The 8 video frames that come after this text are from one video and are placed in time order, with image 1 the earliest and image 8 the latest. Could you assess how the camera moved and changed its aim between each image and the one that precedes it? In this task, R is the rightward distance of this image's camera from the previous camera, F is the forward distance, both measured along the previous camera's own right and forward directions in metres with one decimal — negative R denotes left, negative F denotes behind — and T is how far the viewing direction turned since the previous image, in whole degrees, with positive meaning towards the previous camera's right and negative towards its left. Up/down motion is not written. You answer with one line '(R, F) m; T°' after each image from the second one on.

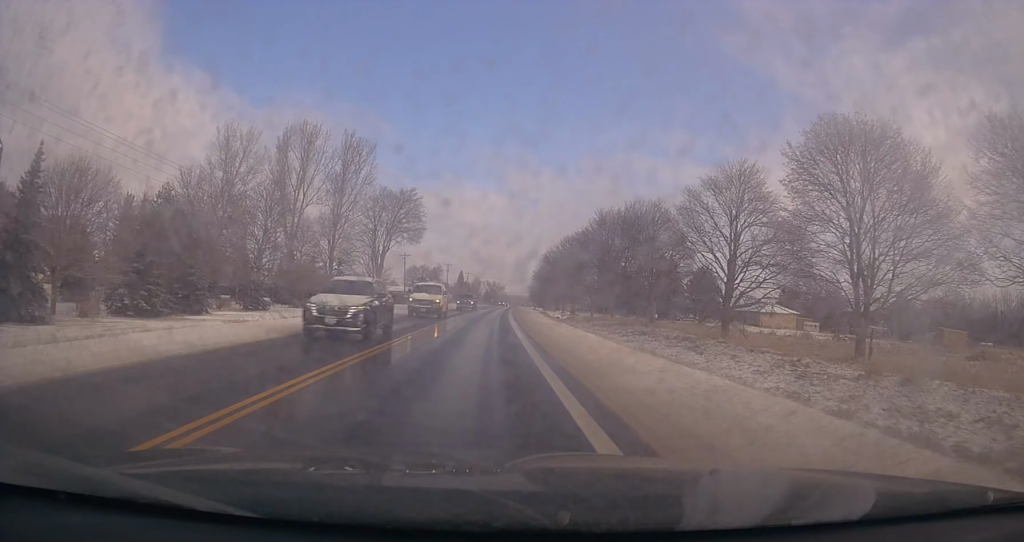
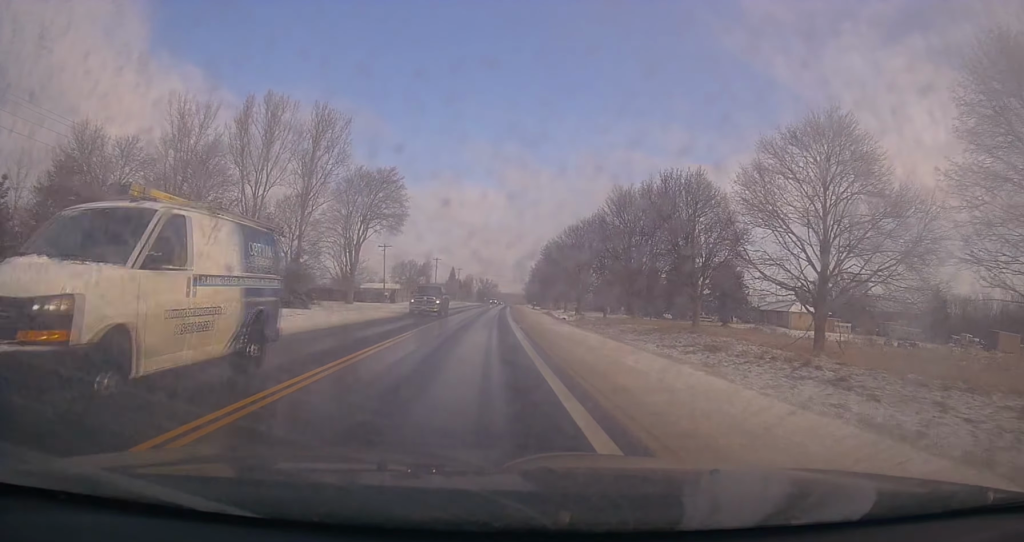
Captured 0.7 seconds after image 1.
(-0.2, +14.1) m; -1°
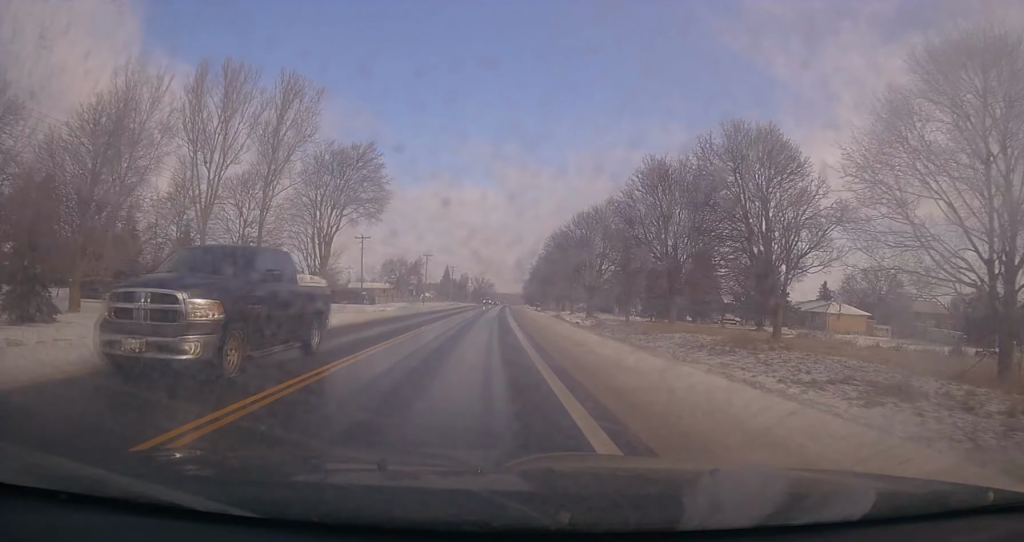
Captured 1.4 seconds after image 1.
(0.0, +13.5) m; 0°
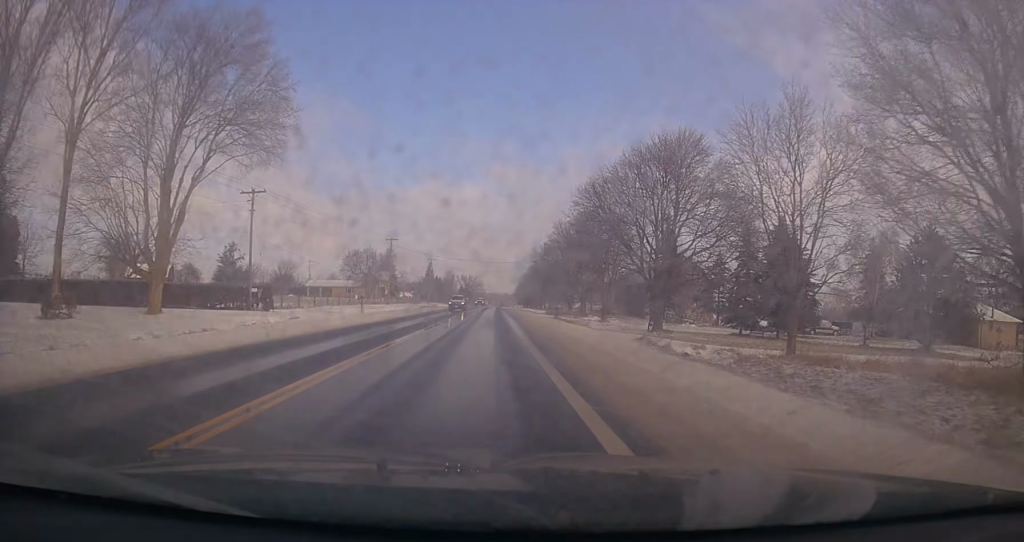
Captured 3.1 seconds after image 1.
(+0.4, +34.8) m; +2°
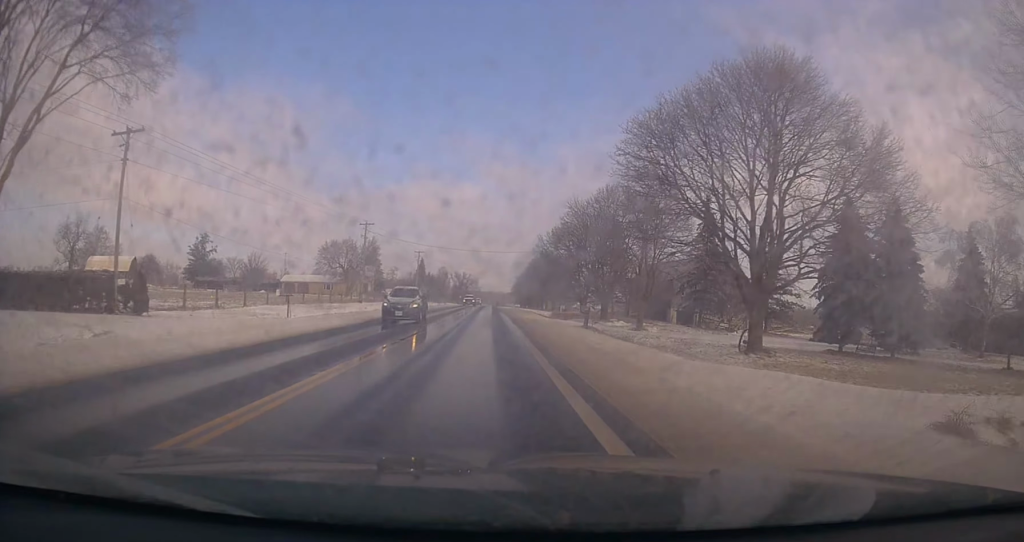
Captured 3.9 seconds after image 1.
(+0.5, +16.9) m; 0°
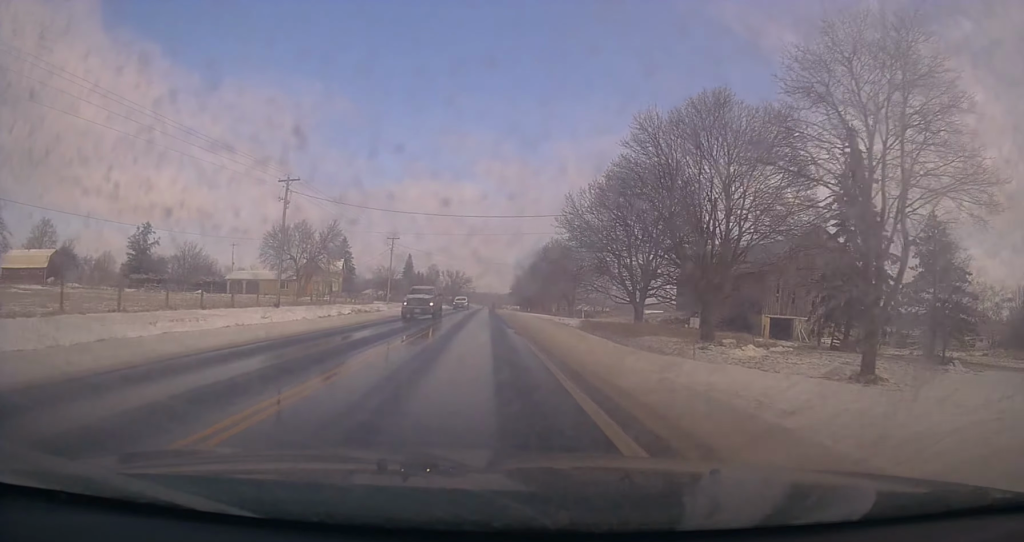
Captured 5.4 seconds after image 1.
(-0.5, +30.3) m; 0°
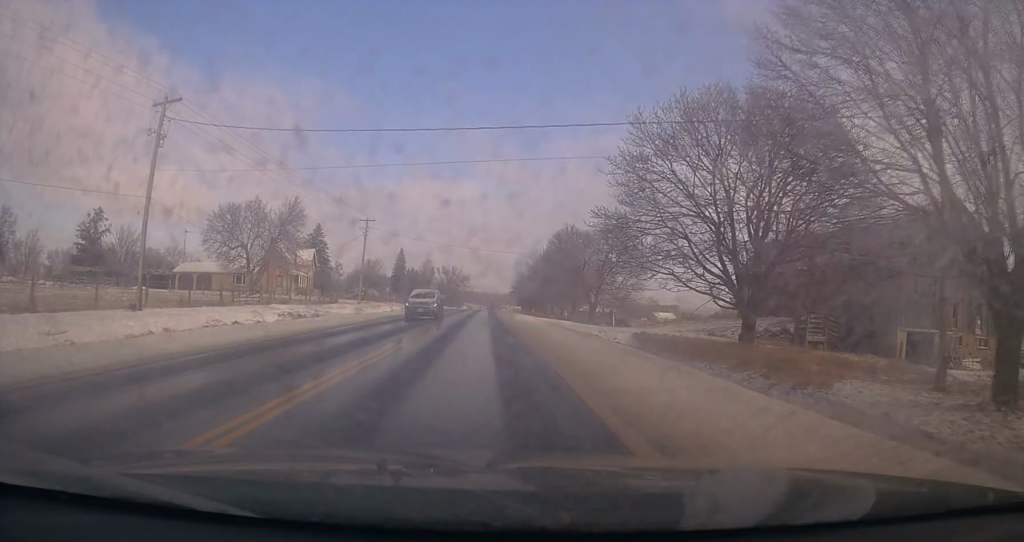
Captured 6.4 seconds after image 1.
(+0.3, +20.6) m; 0°
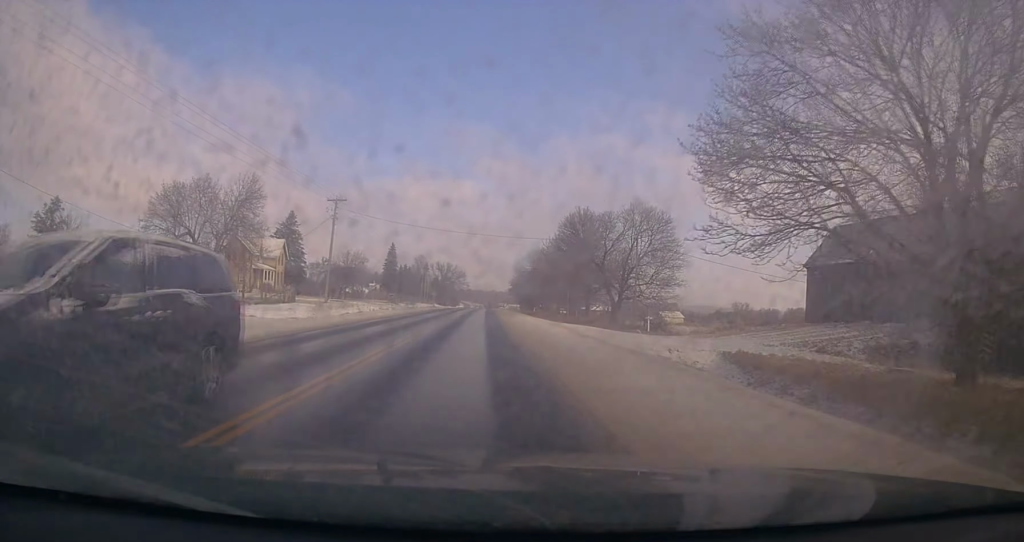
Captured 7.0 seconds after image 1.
(+0.1, +14.1) m; 0°
